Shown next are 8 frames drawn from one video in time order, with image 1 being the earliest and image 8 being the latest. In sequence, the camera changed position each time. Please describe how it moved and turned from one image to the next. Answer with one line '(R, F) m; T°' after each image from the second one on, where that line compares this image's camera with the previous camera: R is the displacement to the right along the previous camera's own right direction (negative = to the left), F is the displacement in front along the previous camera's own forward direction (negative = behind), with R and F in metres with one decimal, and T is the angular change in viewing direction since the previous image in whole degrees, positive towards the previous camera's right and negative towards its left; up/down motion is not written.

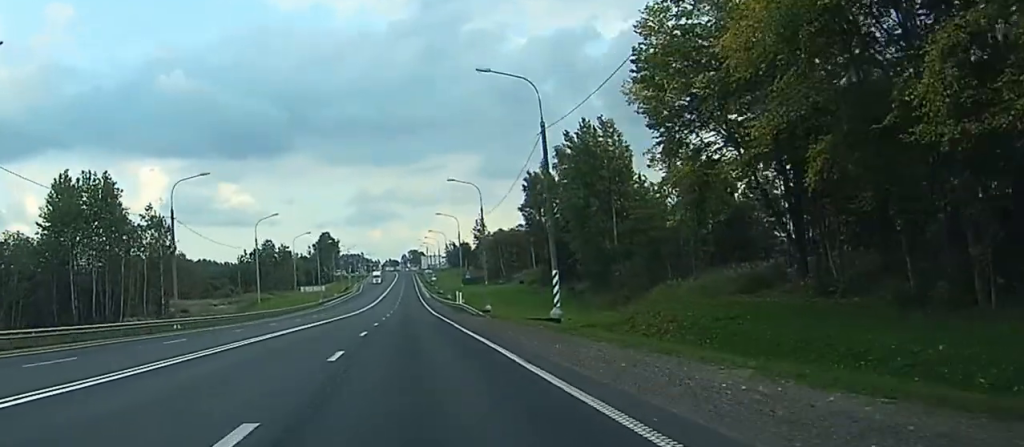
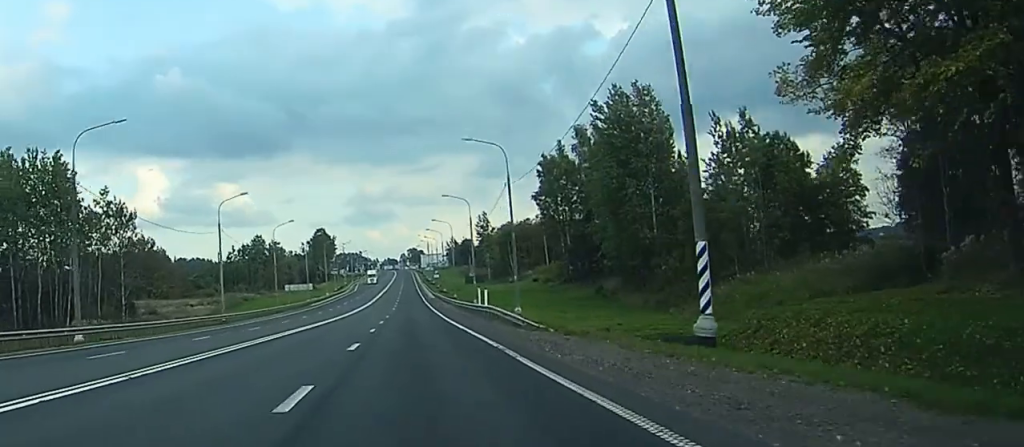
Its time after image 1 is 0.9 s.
(0.0, +19.9) m; 0°
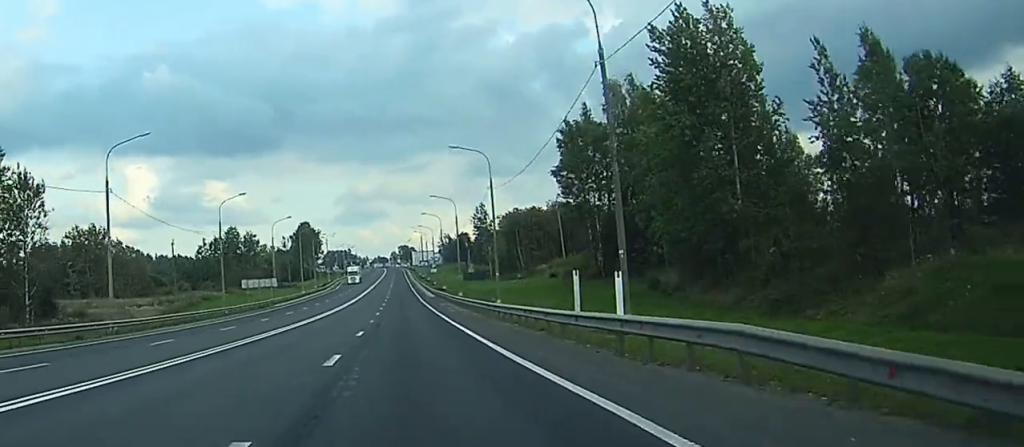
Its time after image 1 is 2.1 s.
(+0.1, +29.4) m; +1°
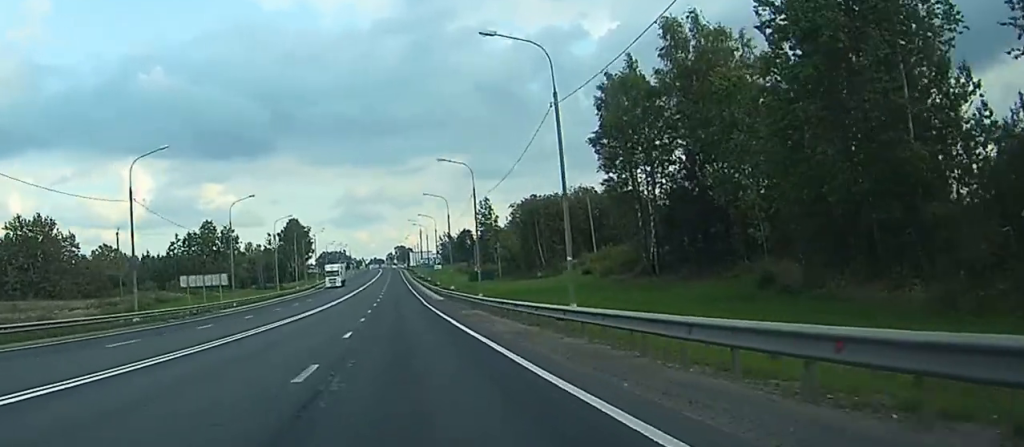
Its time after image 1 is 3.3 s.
(+0.1, +27.9) m; 0°
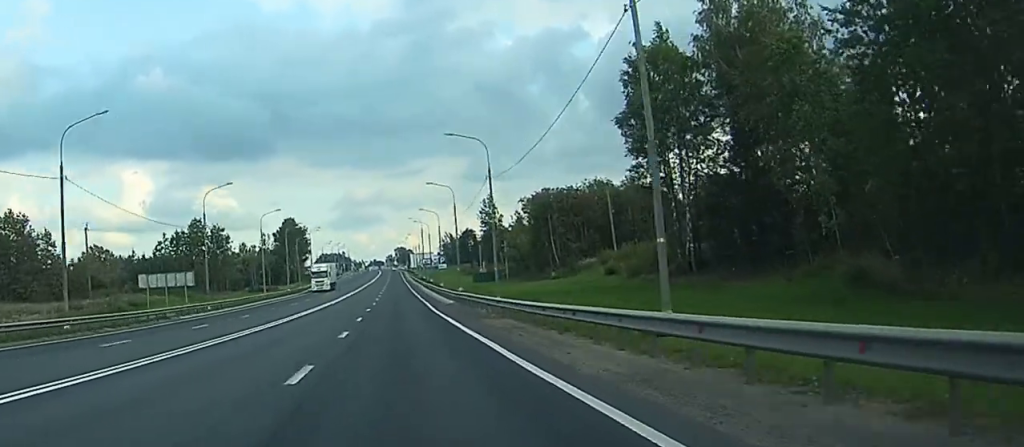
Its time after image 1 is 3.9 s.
(0.0, +12.4) m; 0°
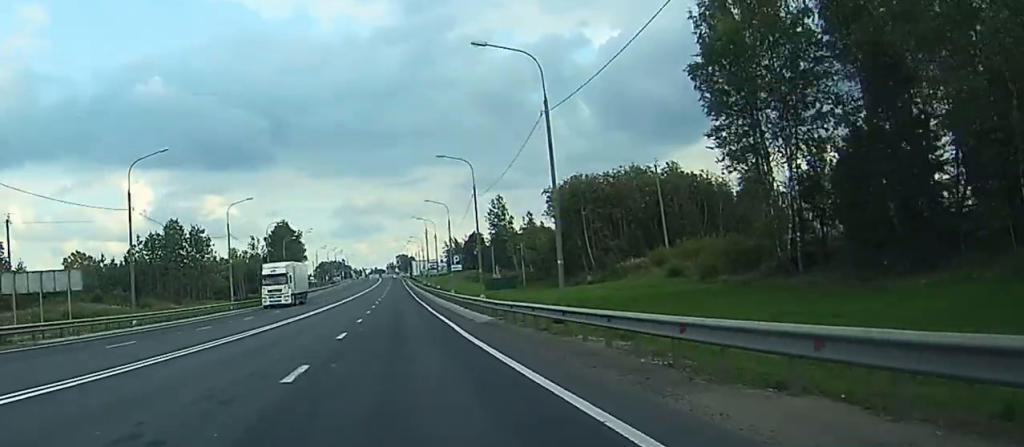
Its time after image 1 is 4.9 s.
(0.0, +23.3) m; 0°
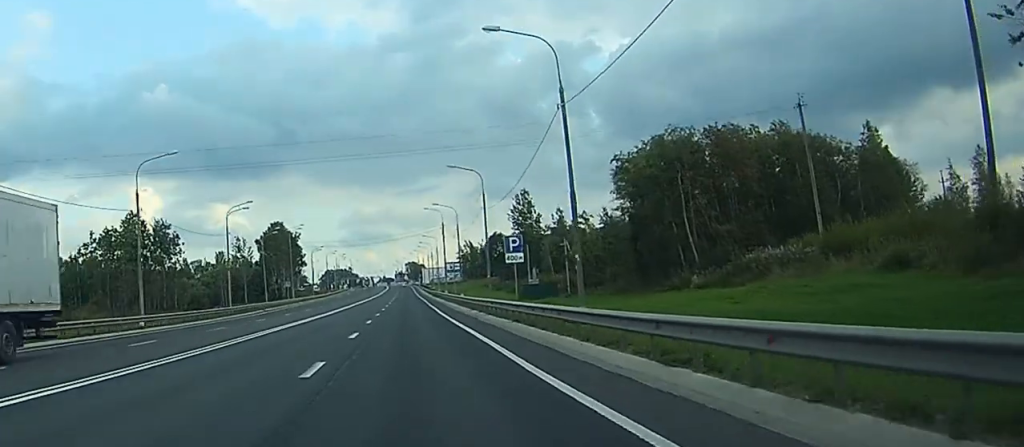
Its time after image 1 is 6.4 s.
(0.0, +34.9) m; 0°
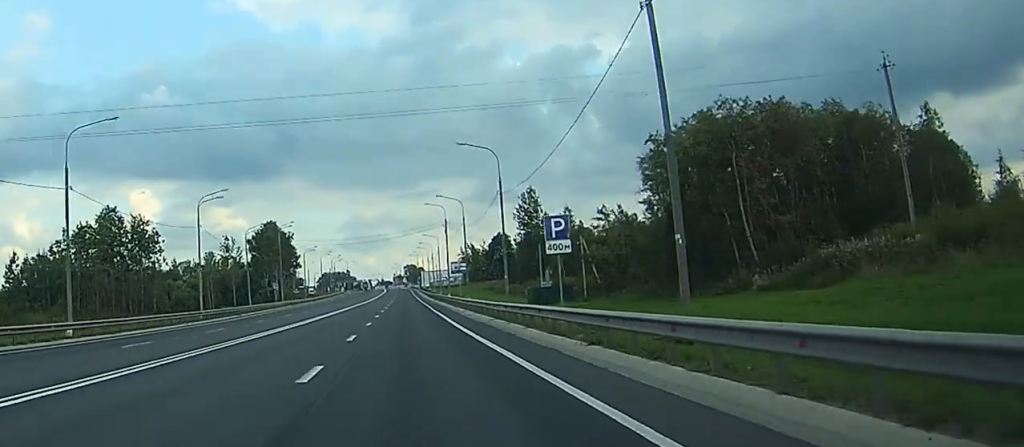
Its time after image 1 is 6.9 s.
(0.0, +12.5) m; 0°
